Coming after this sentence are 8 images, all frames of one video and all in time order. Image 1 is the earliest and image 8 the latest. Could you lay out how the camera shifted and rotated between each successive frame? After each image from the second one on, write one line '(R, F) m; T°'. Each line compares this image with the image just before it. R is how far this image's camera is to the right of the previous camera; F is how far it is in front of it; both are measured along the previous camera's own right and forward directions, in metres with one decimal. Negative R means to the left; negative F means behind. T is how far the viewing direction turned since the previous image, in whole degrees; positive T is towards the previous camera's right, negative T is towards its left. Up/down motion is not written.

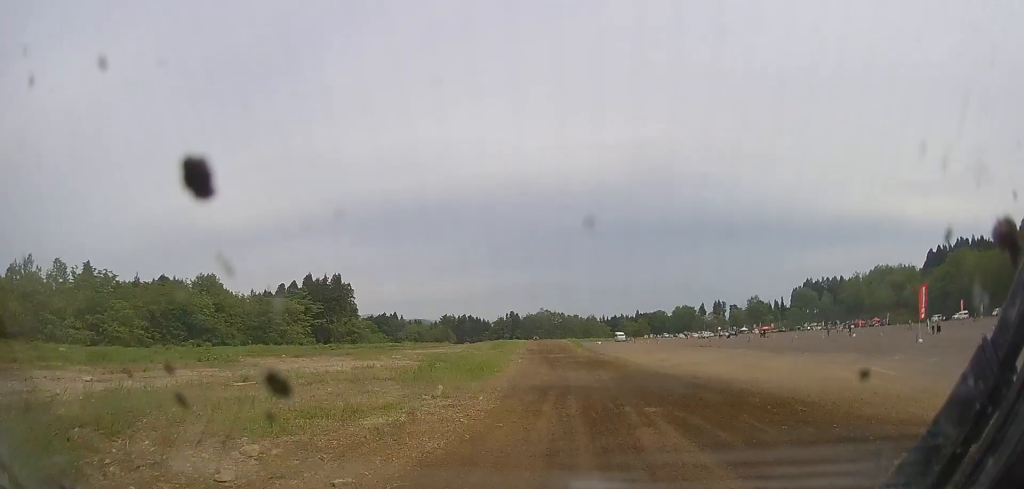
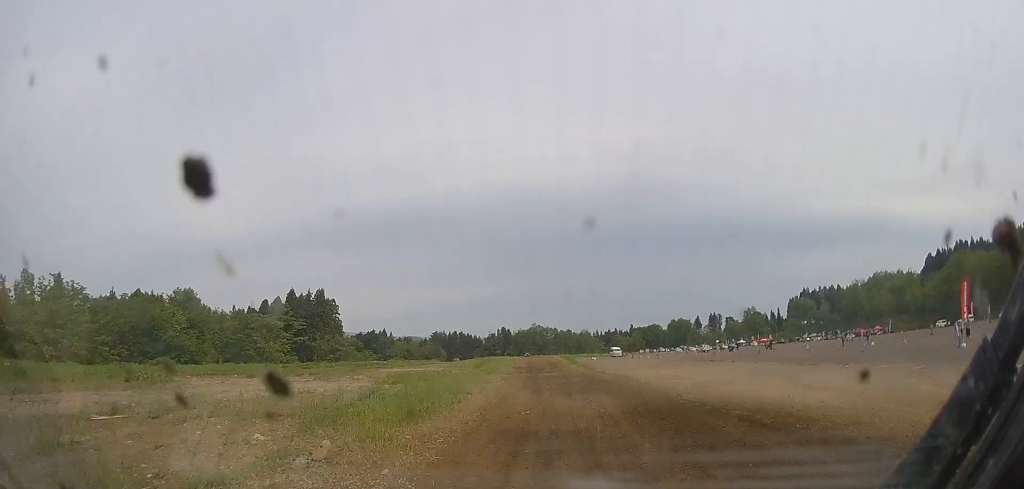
(-0.1, +6.3) m; 0°
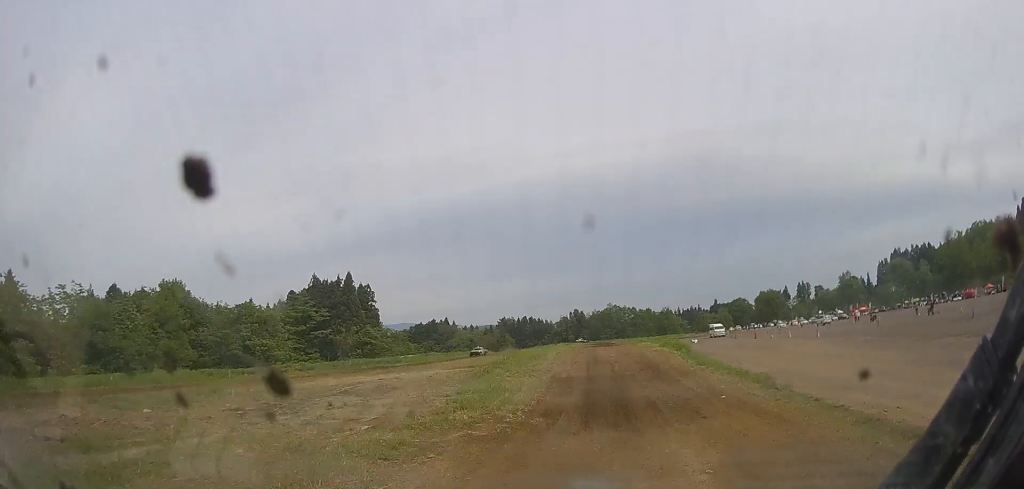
(-0.2, +27.4) m; 0°
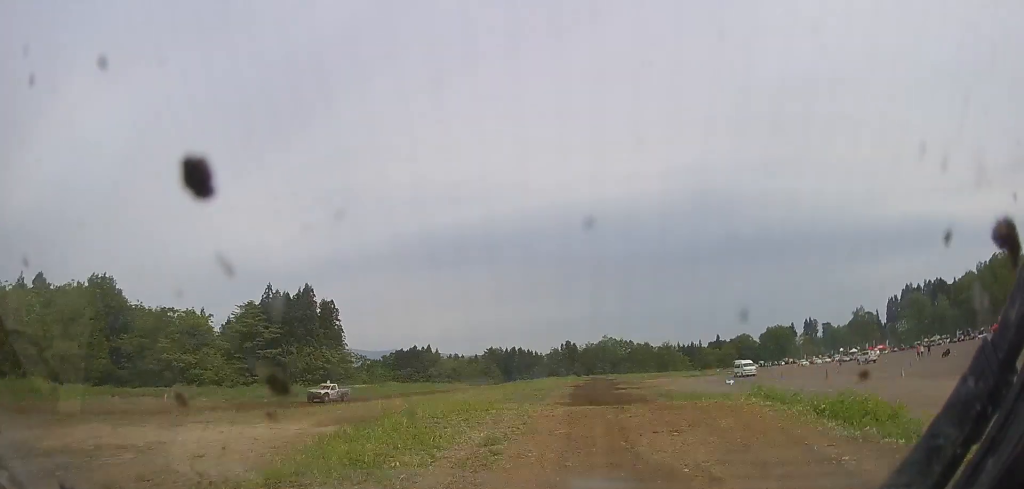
(0.0, +19.3) m; 0°
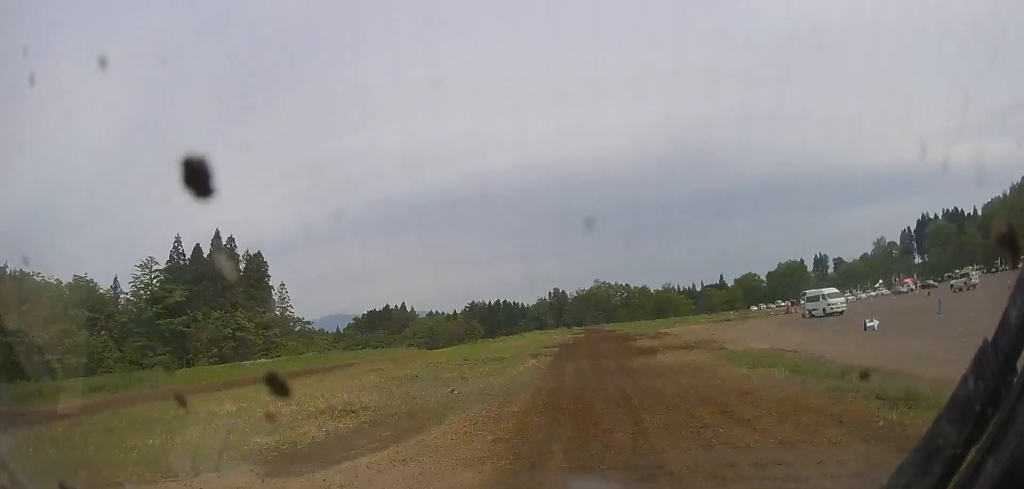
(-0.1, +26.0) m; 0°
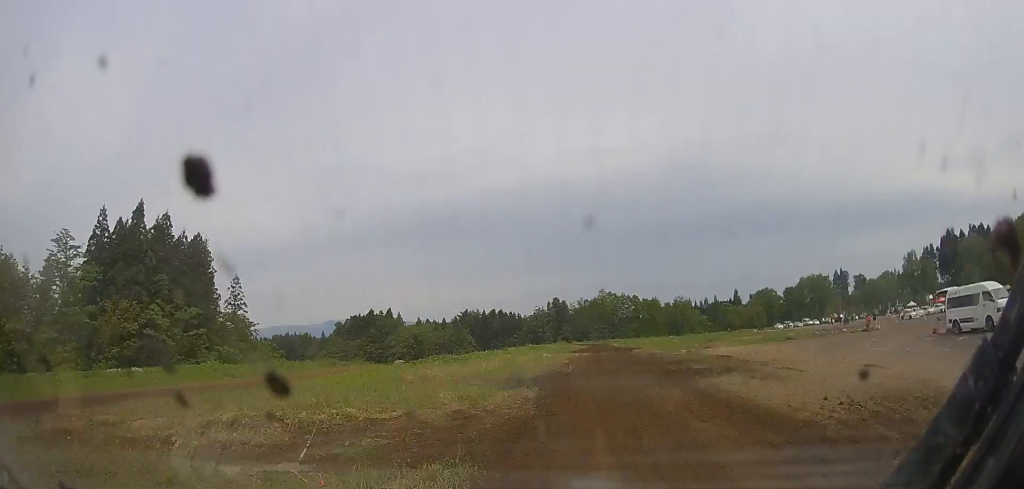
(0.0, +22.6) m; 0°
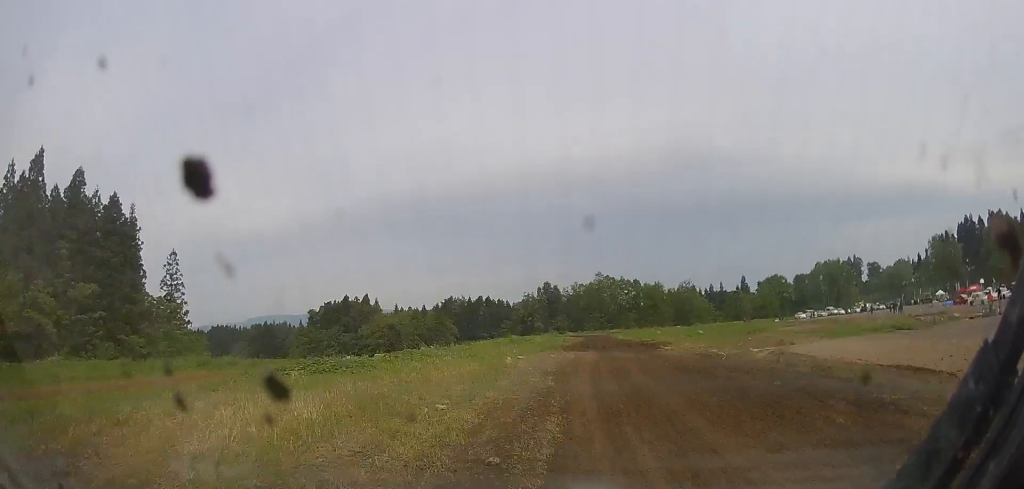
(0.0, +17.0) m; 0°
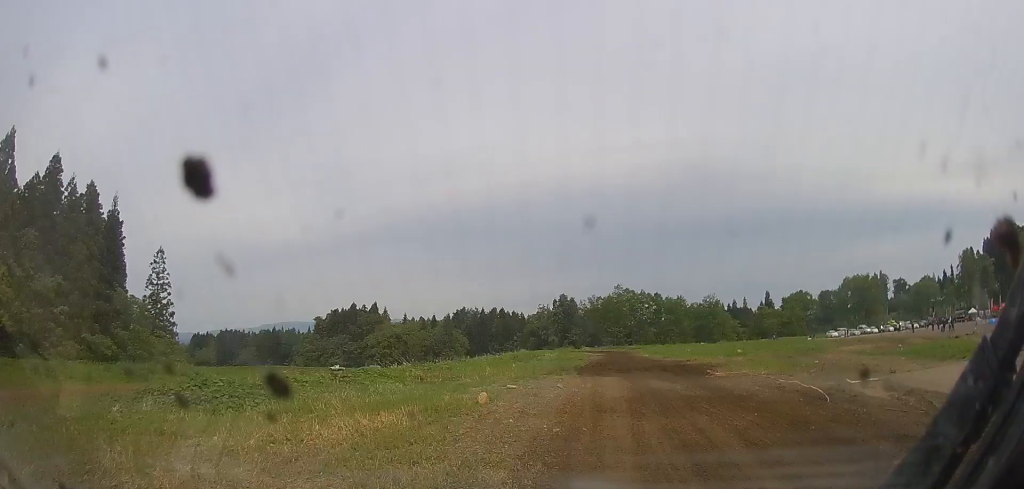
(0.0, +7.6) m; 0°
